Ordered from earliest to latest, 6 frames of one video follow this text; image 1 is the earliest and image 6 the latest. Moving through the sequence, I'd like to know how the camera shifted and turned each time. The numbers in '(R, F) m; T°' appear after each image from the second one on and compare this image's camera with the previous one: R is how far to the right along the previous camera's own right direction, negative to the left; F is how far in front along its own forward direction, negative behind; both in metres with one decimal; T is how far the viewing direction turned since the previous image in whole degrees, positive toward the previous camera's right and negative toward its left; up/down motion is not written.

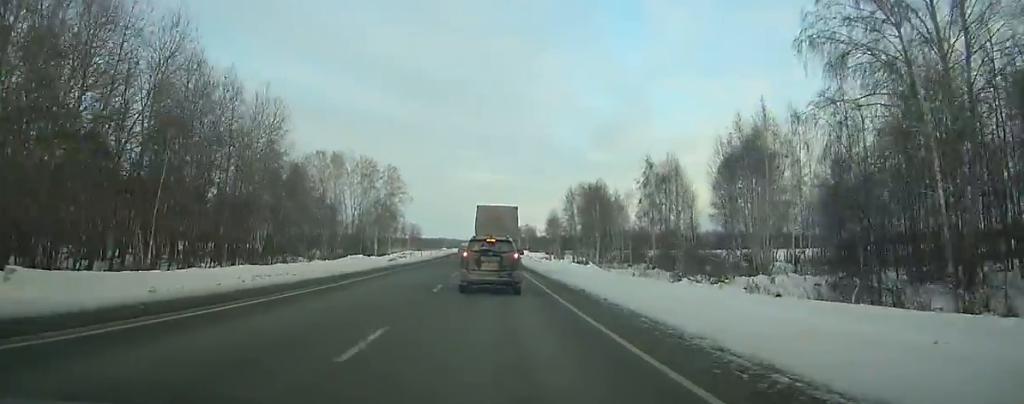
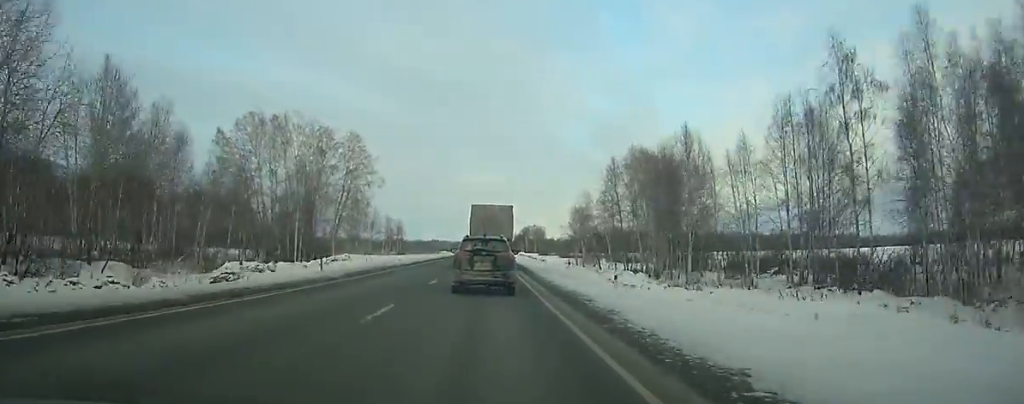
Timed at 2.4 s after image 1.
(-0.1, +43.2) m; 0°
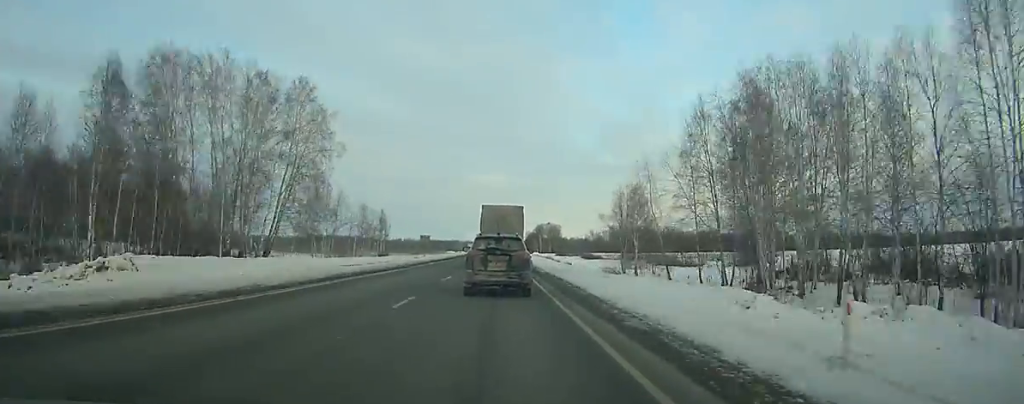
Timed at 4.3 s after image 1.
(-0.1, +33.9) m; 0°
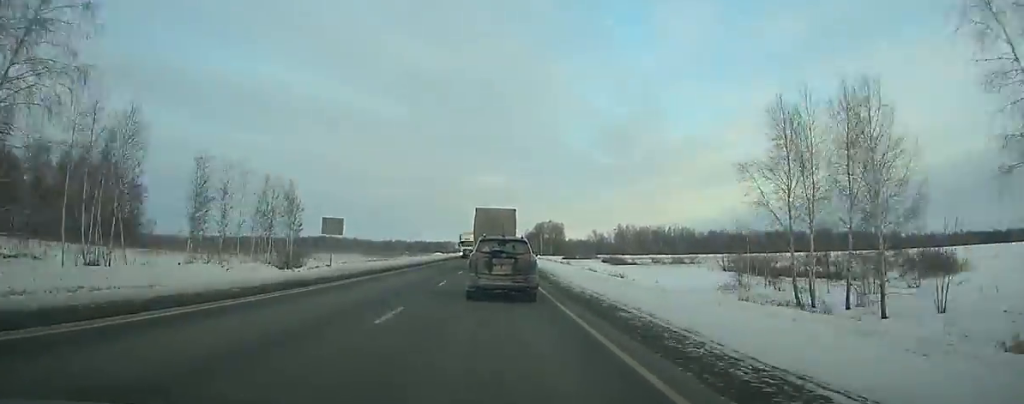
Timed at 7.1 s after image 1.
(-0.2, +49.5) m; 0°
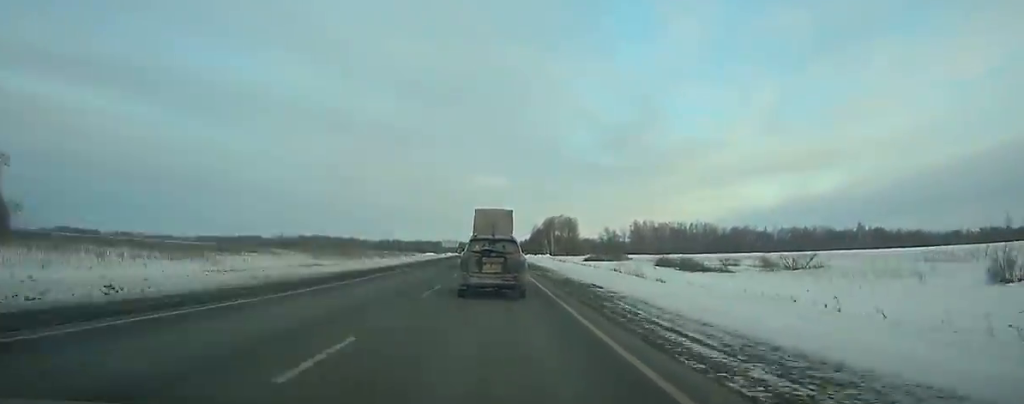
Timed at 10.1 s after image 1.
(+0.2, +53.0) m; 0°
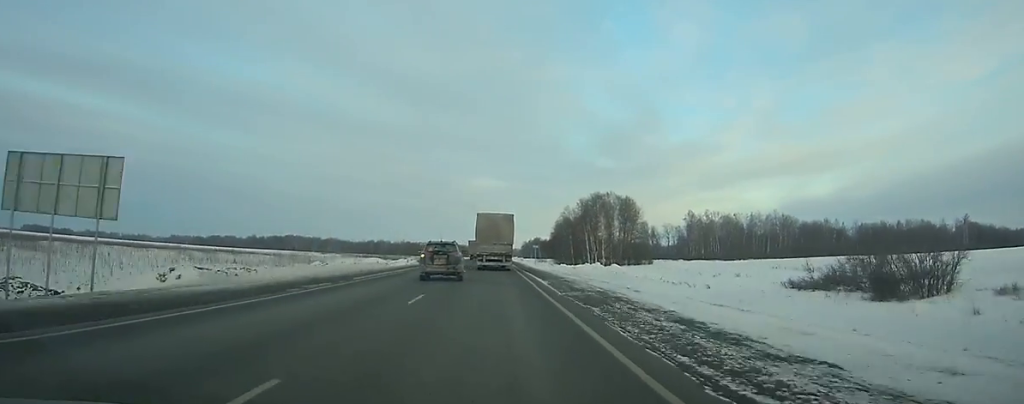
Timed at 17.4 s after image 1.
(+0.2, +135.9) m; 0°
